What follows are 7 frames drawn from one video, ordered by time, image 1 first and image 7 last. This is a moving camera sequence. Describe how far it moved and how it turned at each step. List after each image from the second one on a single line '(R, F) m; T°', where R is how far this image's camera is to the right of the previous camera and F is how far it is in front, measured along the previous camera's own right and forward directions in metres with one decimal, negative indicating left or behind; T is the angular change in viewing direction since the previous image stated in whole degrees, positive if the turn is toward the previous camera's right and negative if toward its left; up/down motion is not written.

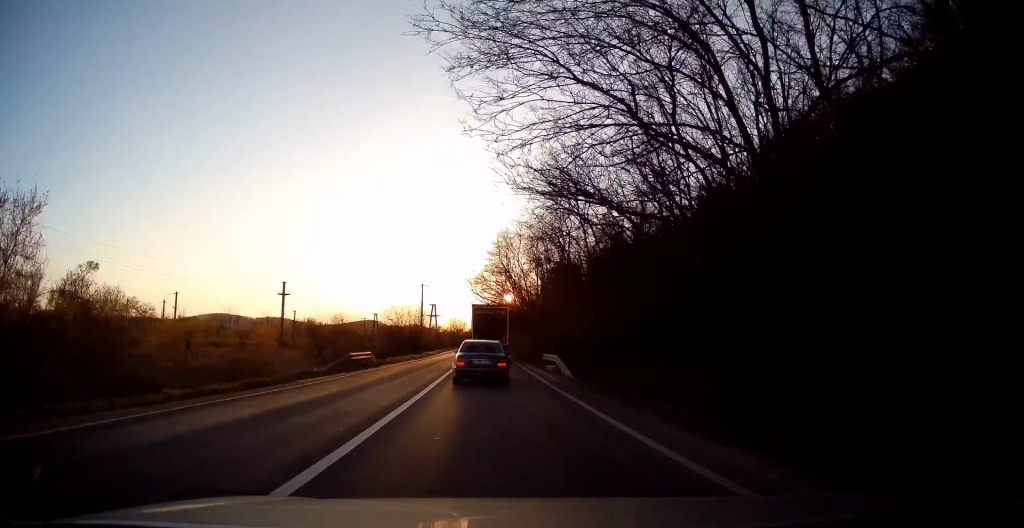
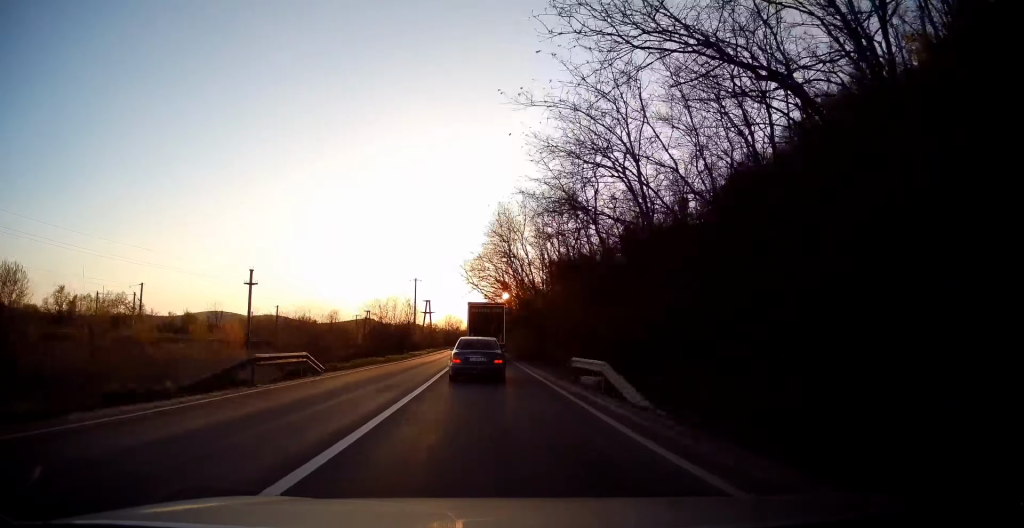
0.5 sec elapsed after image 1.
(0.0, +9.9) m; 0°
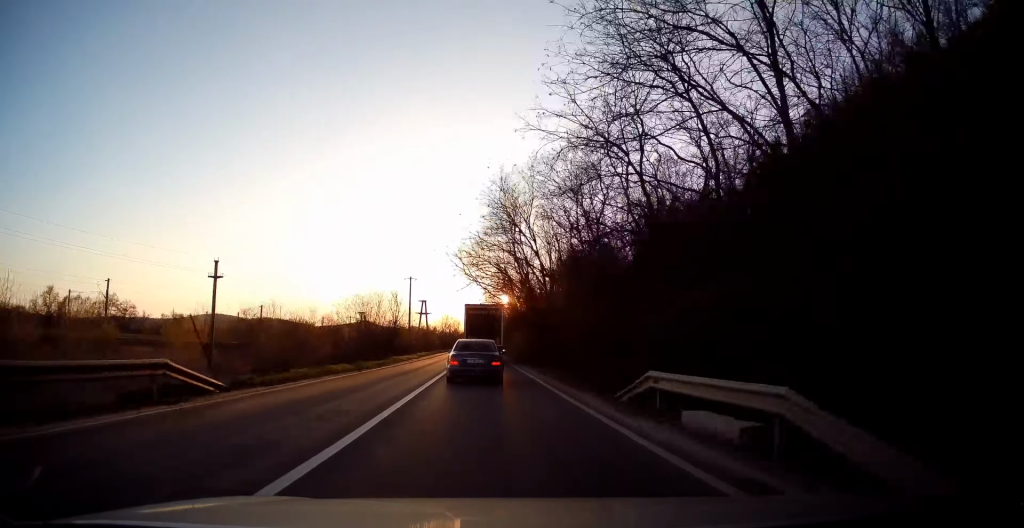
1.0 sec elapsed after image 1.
(-0.3, +8.7) m; 0°
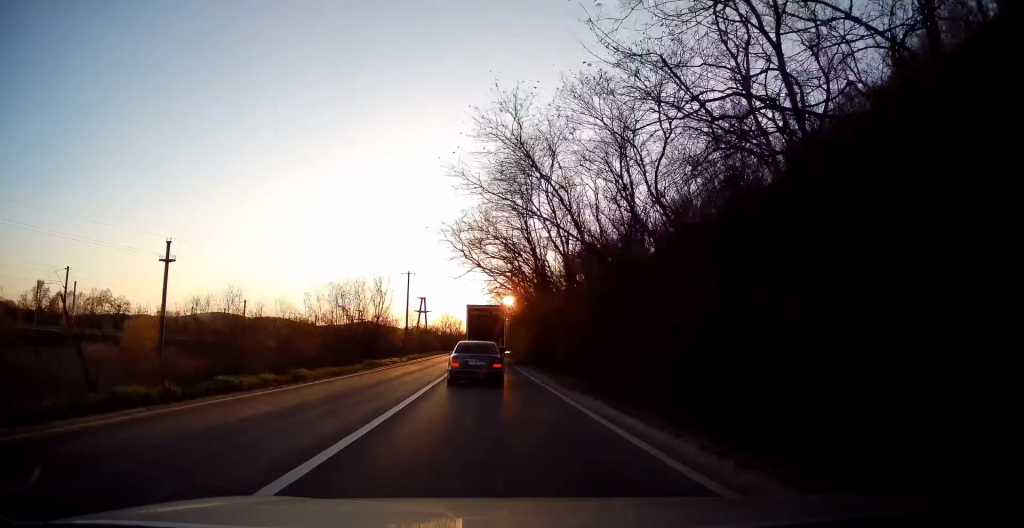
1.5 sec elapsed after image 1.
(0.0, +10.0) m; +1°
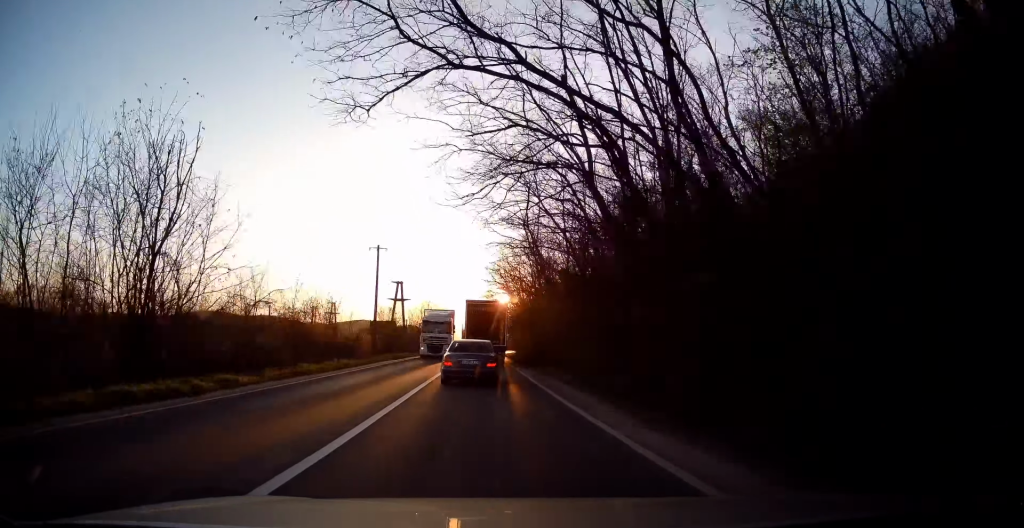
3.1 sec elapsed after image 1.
(+0.6, +30.0) m; -1°
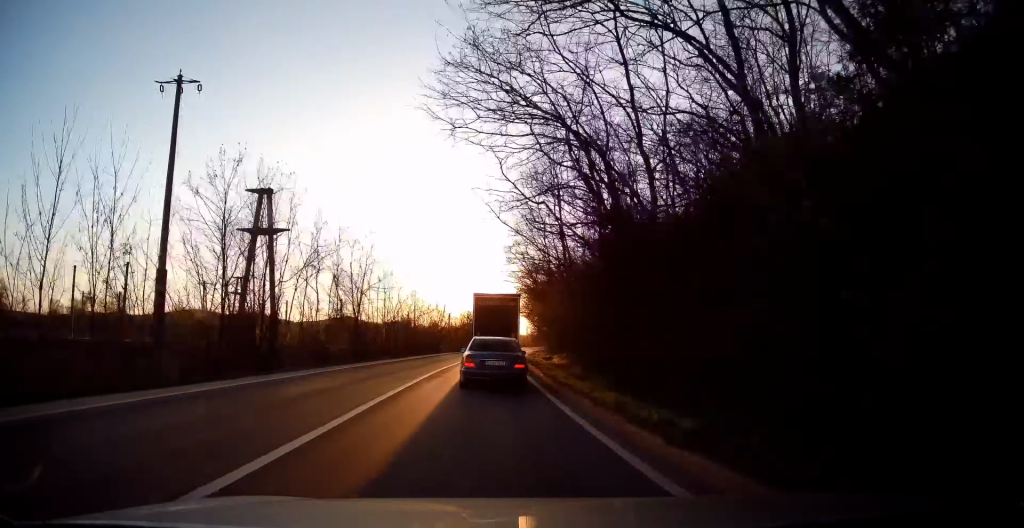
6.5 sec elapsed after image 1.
(-0.1, +61.0) m; +1°
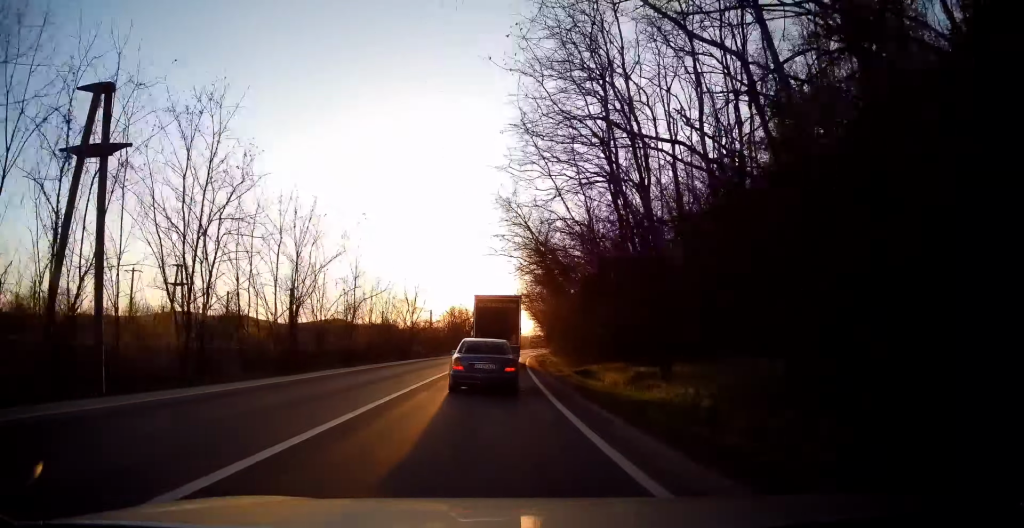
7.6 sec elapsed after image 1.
(+0.6, +19.8) m; +2°
